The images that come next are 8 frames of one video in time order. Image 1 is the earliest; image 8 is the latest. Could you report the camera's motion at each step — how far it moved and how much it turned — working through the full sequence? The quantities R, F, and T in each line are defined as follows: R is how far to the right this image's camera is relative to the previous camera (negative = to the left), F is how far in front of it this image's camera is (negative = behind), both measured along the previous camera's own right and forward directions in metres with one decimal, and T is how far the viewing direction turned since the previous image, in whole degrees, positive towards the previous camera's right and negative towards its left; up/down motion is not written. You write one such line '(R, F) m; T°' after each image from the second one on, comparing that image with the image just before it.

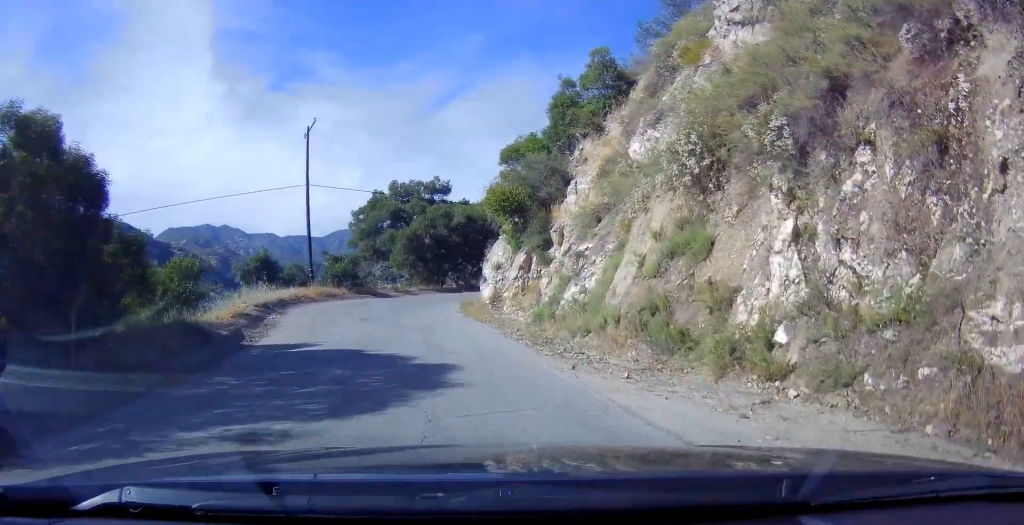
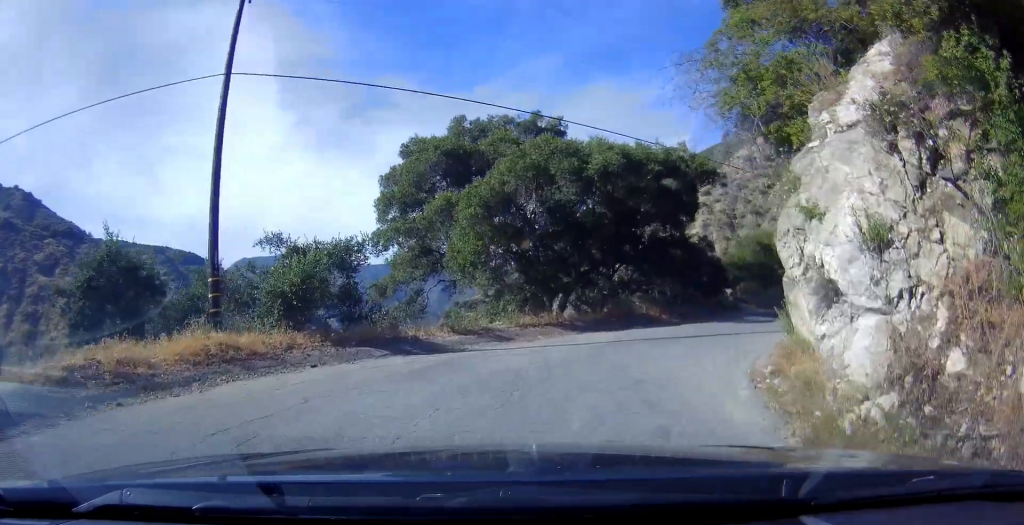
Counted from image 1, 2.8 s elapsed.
(-3.8, +22.3) m; -11°
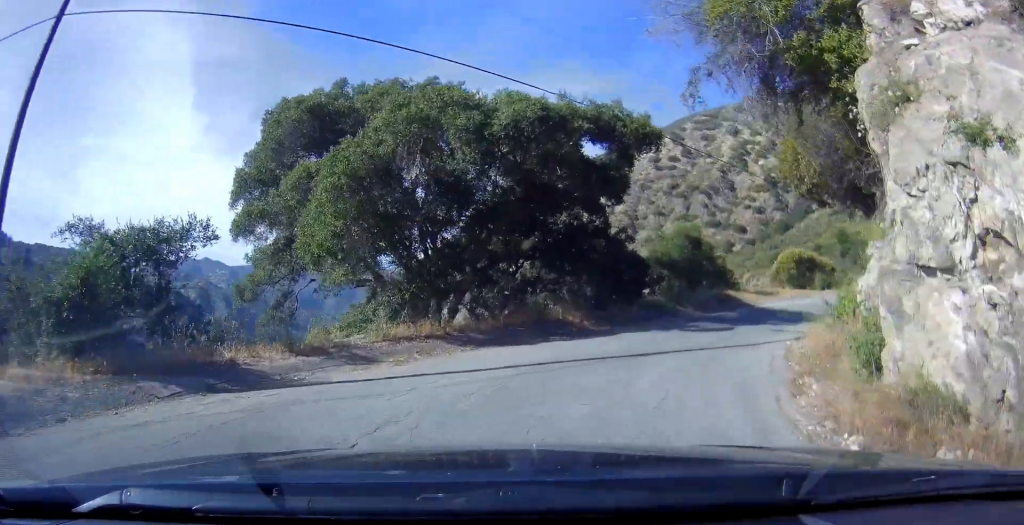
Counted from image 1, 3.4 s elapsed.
(0.0, +5.0) m; +5°
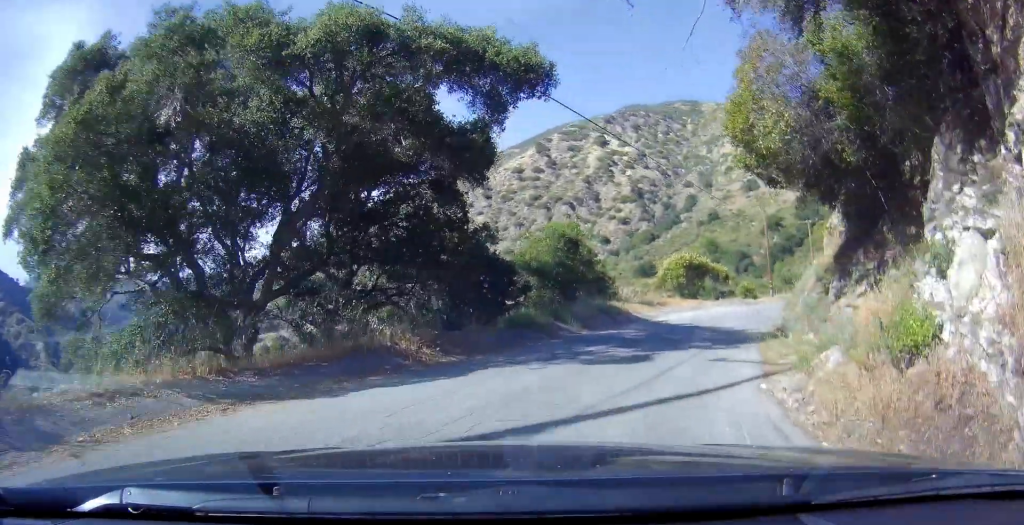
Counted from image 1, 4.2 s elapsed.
(+0.3, +5.9) m; +10°
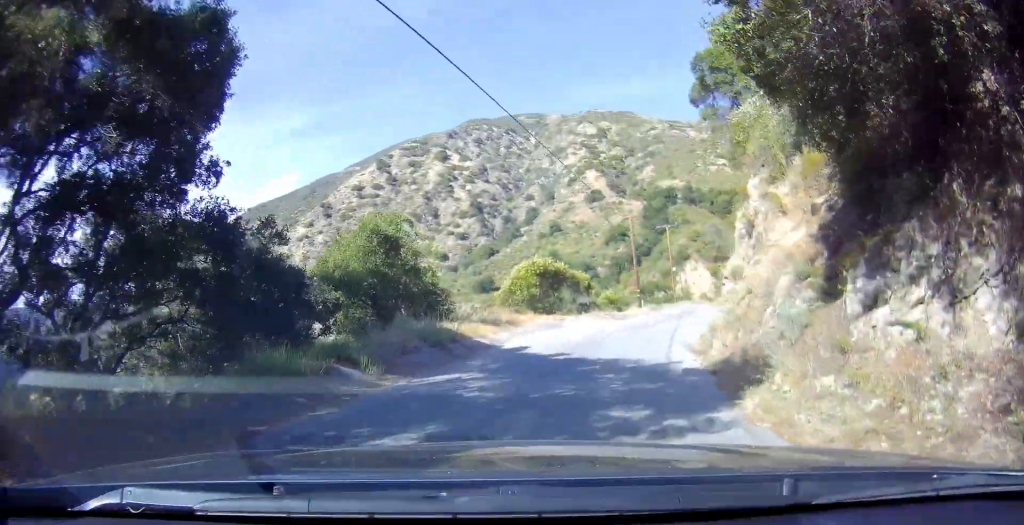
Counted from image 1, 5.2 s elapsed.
(+1.2, +7.3) m; +14°
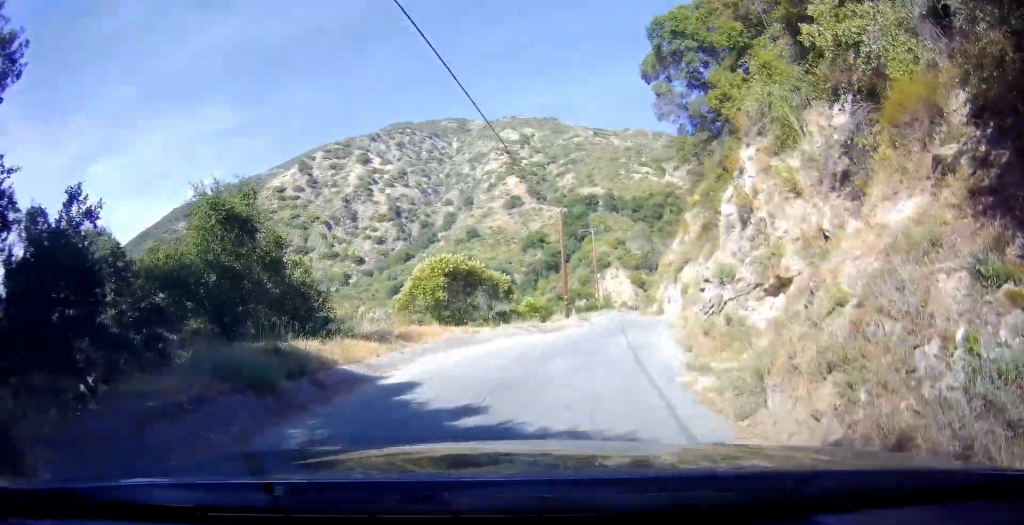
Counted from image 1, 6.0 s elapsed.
(-0.1, +6.0) m; +11°
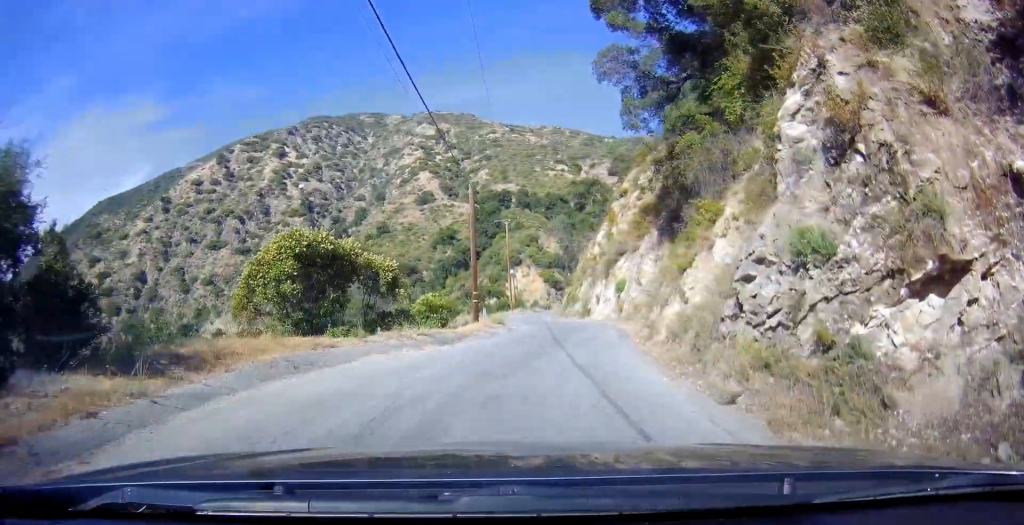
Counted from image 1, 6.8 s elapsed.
(+1.4, +6.9) m; +11°
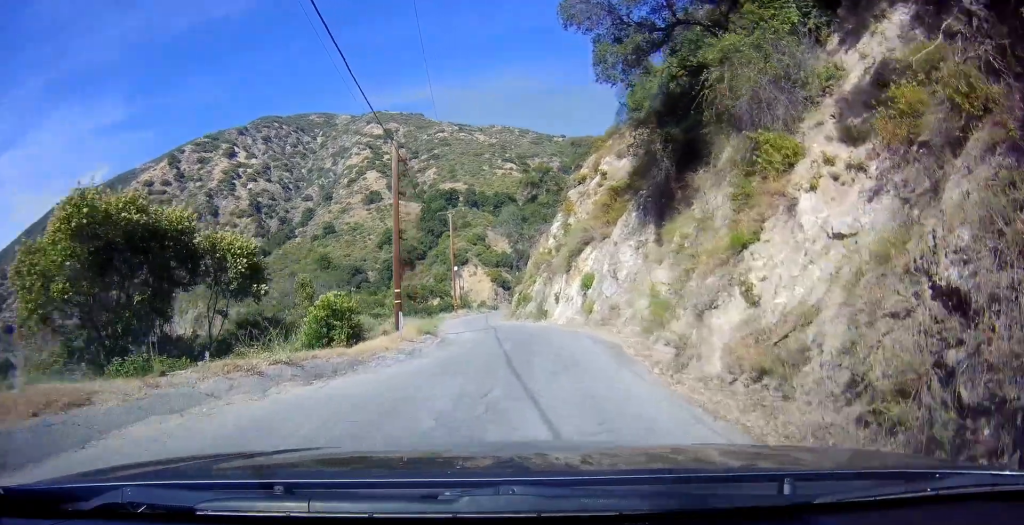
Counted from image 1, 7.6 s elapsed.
(+0.3, +6.6) m; +3°
